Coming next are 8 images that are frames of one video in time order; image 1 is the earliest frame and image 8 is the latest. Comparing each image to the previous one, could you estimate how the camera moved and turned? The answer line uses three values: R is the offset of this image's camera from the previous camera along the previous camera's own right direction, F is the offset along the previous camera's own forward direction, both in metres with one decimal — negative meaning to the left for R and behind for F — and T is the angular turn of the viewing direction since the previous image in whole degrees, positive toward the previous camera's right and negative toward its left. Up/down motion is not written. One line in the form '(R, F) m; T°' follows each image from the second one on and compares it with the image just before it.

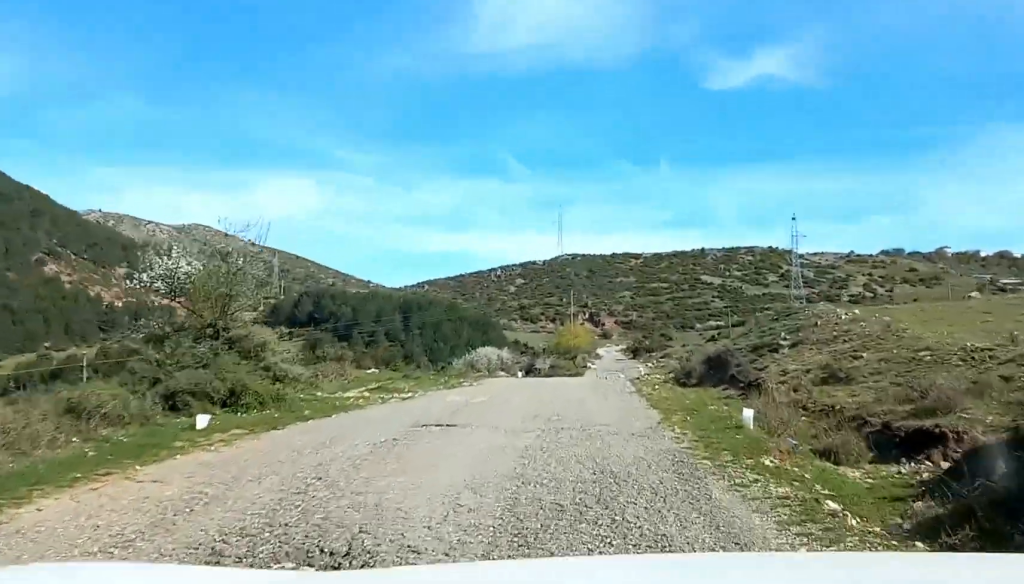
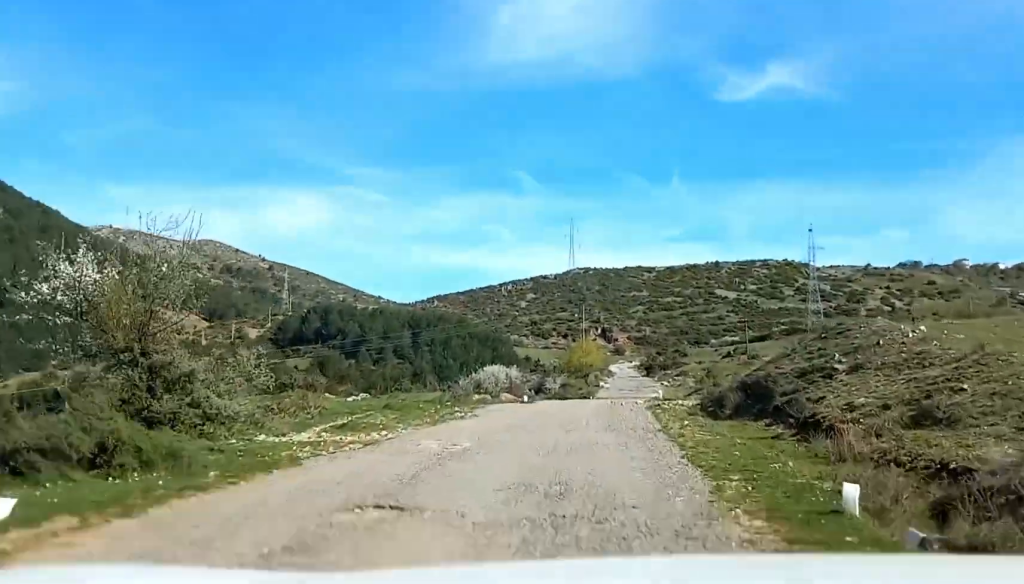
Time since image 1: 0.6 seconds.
(+0.2, +6.4) m; -1°
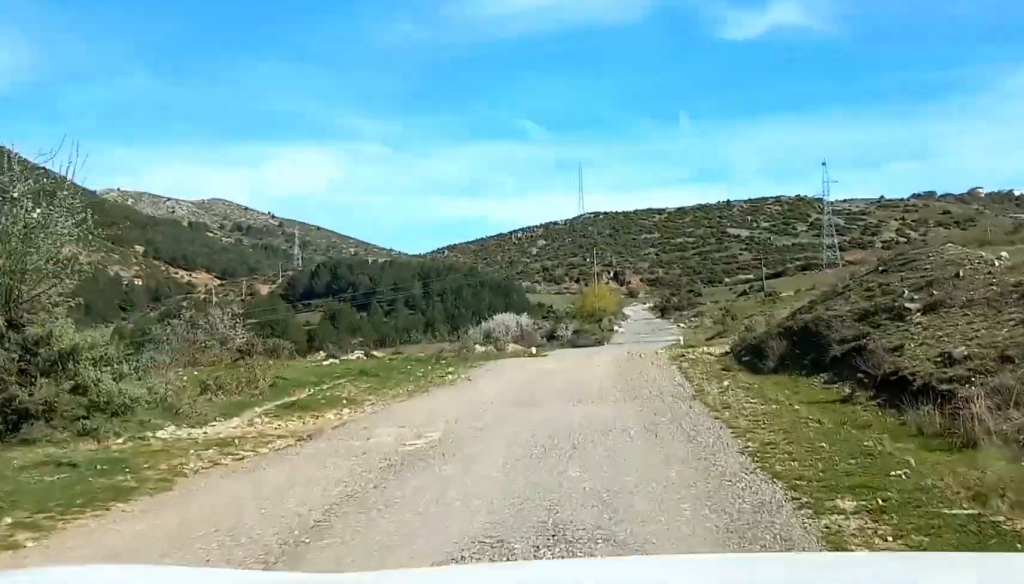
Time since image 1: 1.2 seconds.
(-0.4, +5.7) m; -3°
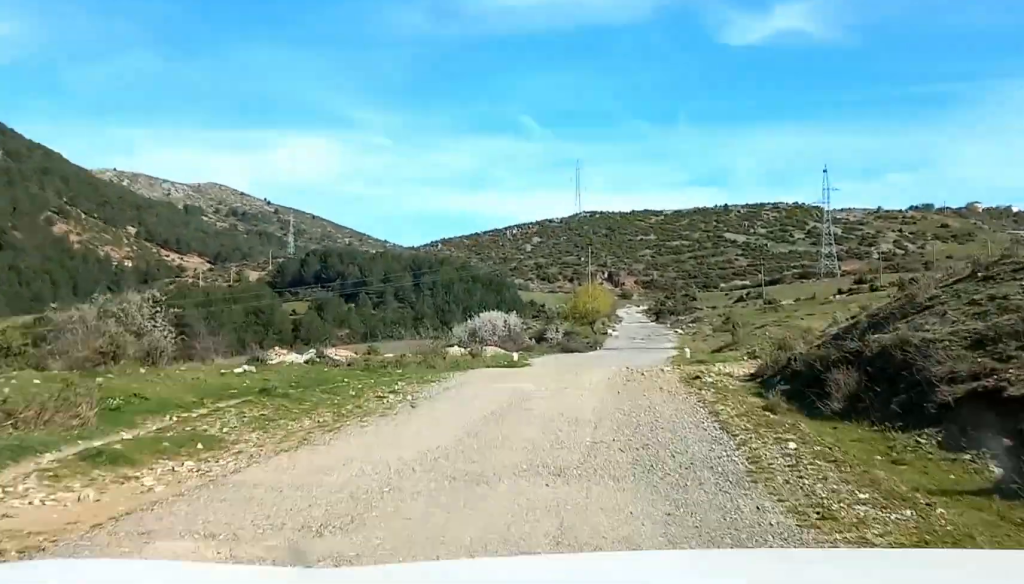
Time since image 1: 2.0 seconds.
(-0.2, +6.8) m; -2°
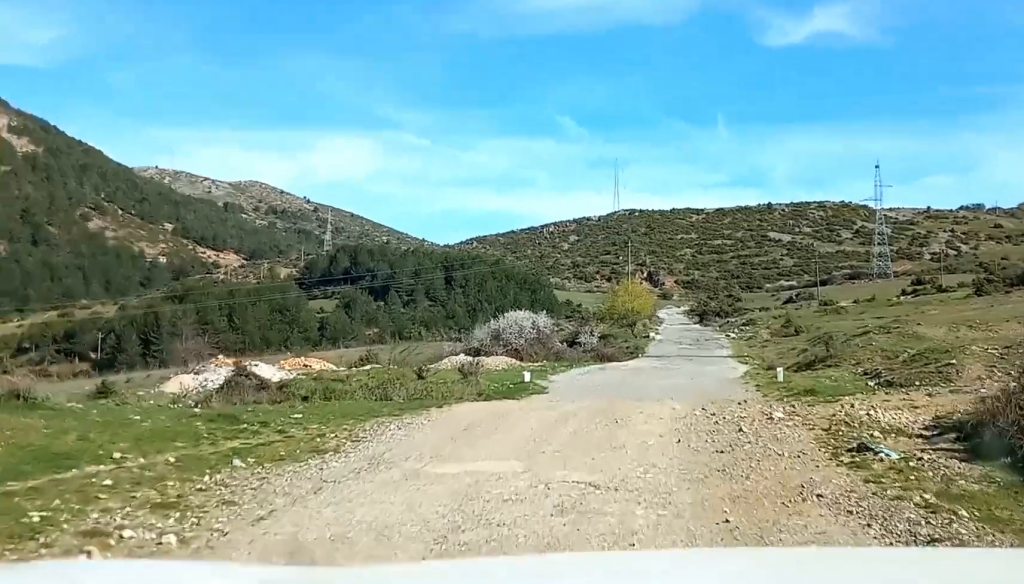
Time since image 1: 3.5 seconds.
(+0.1, +10.1) m; 0°
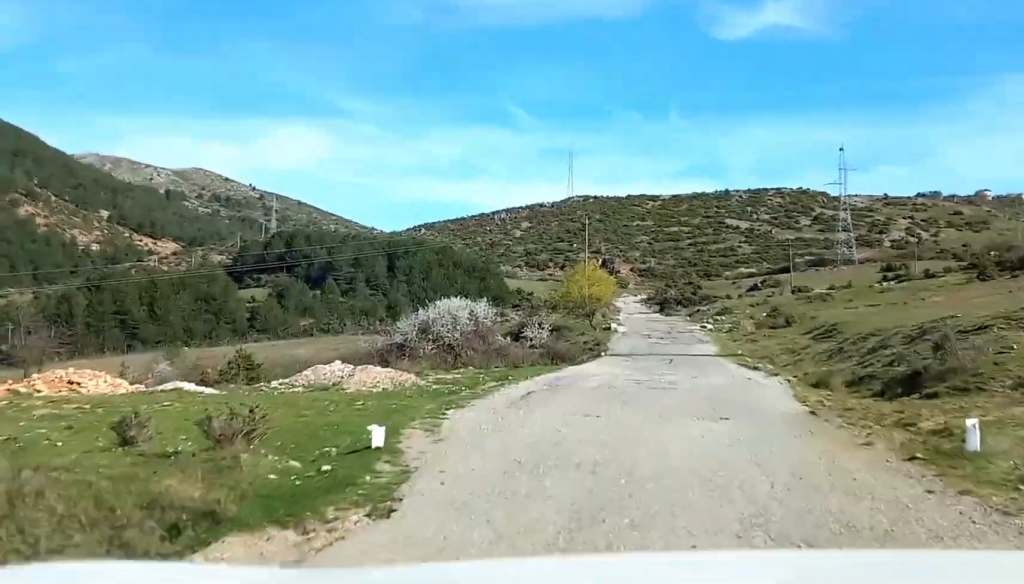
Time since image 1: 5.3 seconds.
(+1.0, +17.1) m; +6°
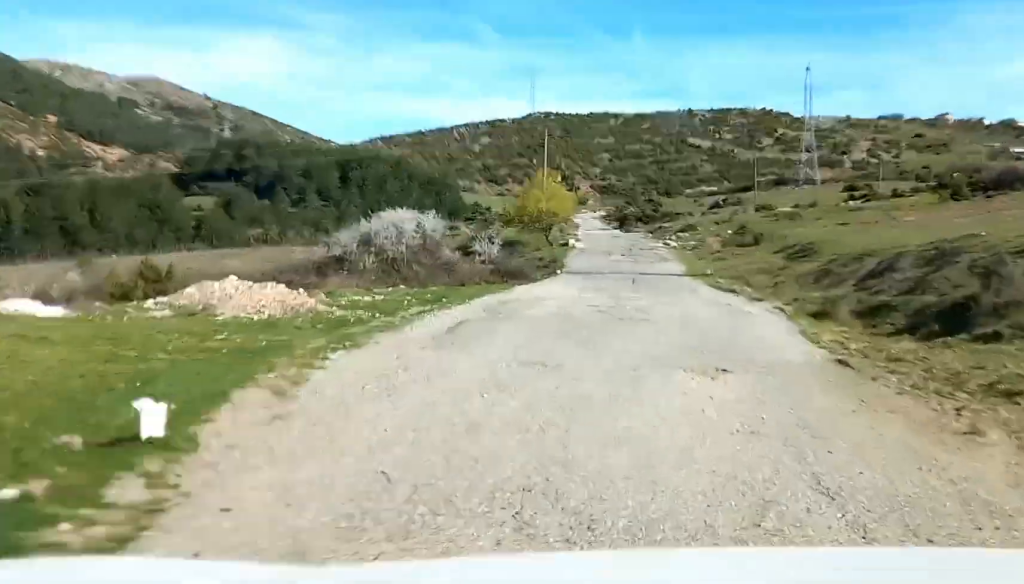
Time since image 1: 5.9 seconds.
(0.0, +6.6) m; +1°
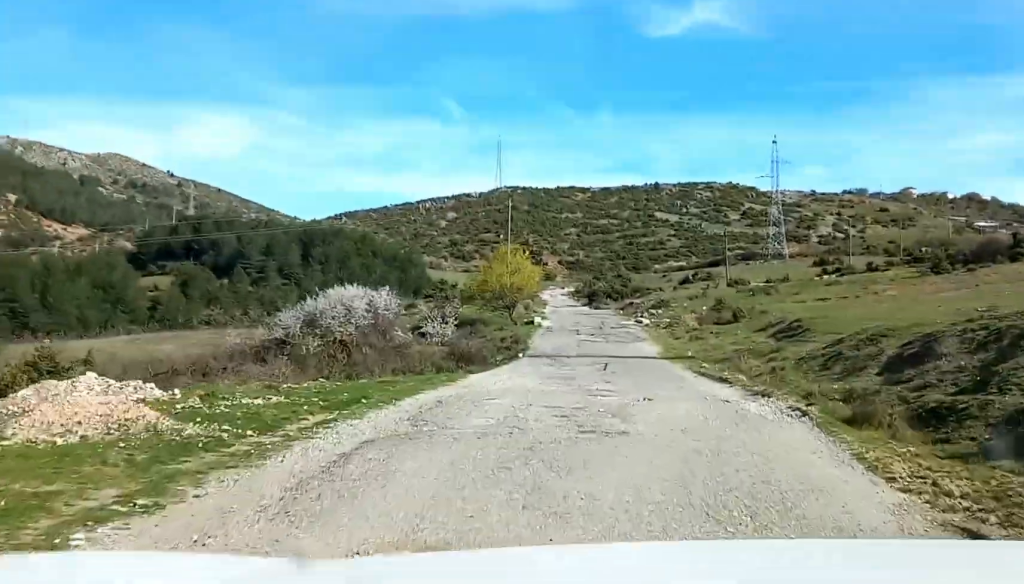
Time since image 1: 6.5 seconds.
(-0.2, +6.5) m; +1°
